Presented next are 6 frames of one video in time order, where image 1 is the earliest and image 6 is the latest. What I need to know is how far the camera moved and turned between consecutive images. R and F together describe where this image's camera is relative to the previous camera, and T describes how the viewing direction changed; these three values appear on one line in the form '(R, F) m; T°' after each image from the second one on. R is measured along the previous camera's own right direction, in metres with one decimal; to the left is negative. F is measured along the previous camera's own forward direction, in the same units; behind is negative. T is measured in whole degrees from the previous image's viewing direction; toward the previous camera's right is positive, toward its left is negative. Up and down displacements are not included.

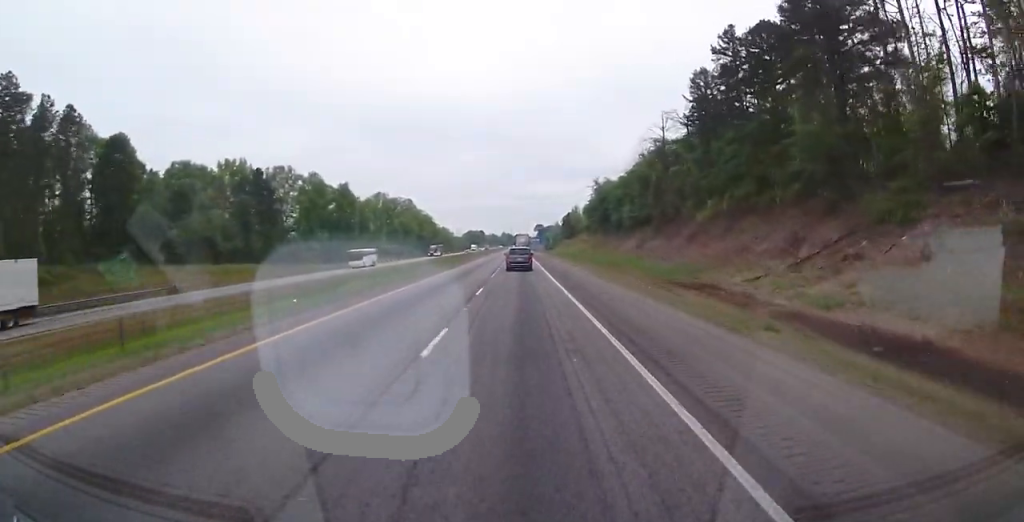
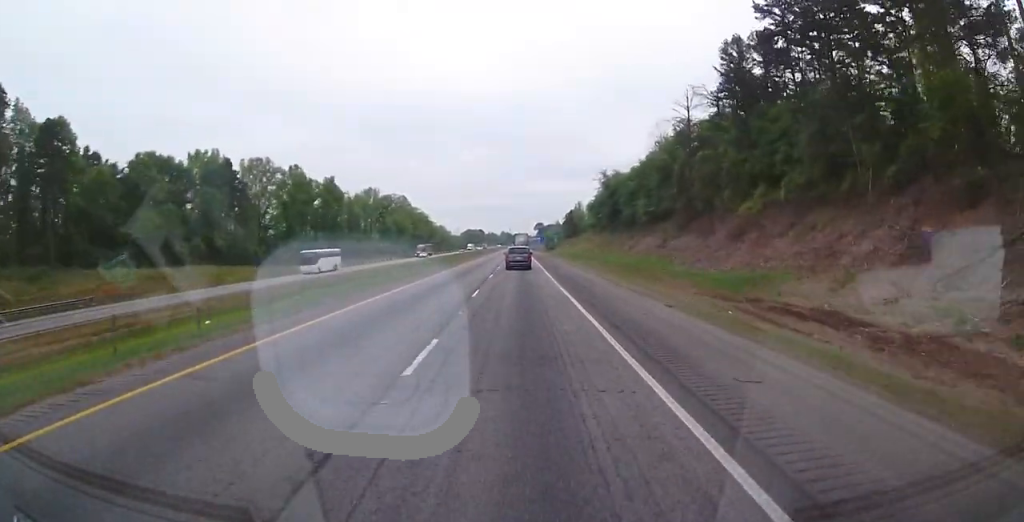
(+0.3, +13.6) m; 0°
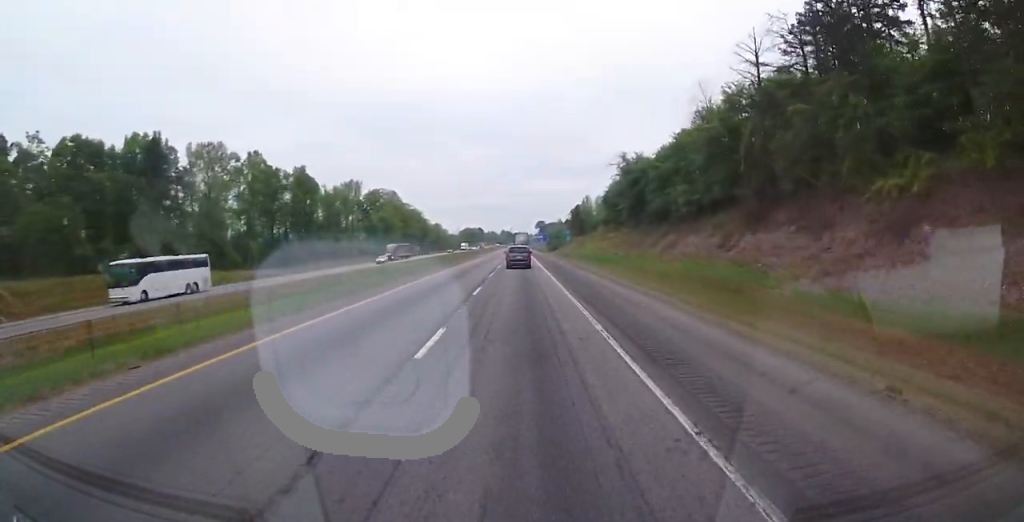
(-0.2, +23.6) m; 0°
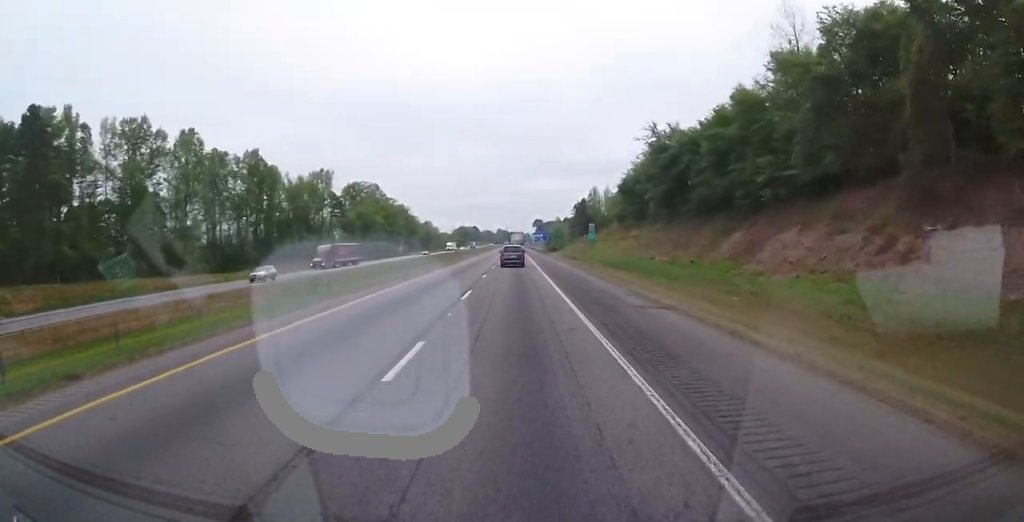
(-0.2, +26.1) m; 0°
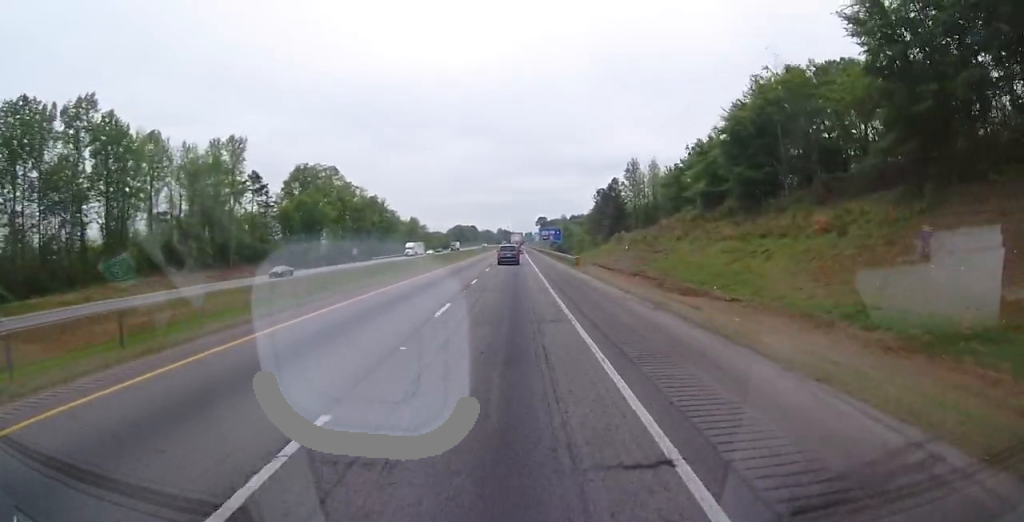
(-0.2, +54.9) m; -1°
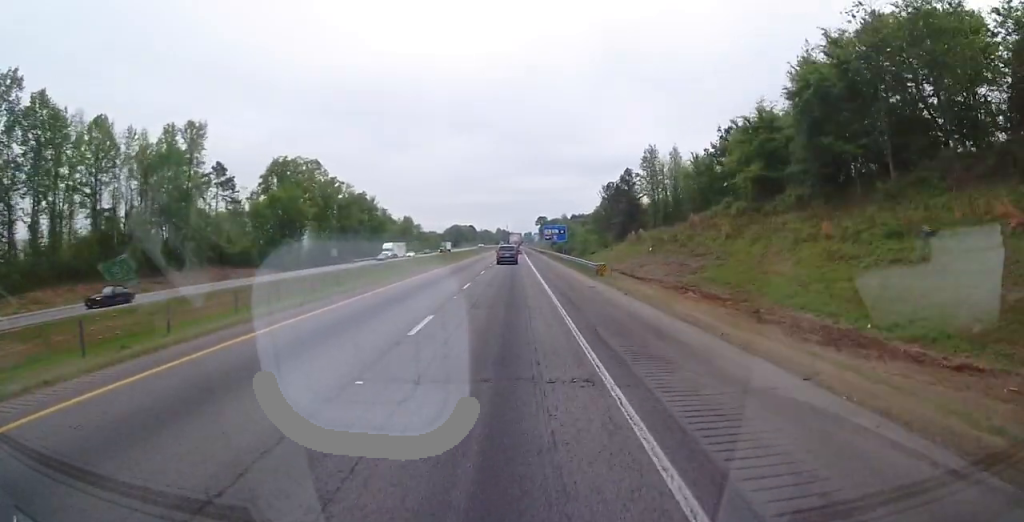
(-0.2, +15.4) m; 0°
